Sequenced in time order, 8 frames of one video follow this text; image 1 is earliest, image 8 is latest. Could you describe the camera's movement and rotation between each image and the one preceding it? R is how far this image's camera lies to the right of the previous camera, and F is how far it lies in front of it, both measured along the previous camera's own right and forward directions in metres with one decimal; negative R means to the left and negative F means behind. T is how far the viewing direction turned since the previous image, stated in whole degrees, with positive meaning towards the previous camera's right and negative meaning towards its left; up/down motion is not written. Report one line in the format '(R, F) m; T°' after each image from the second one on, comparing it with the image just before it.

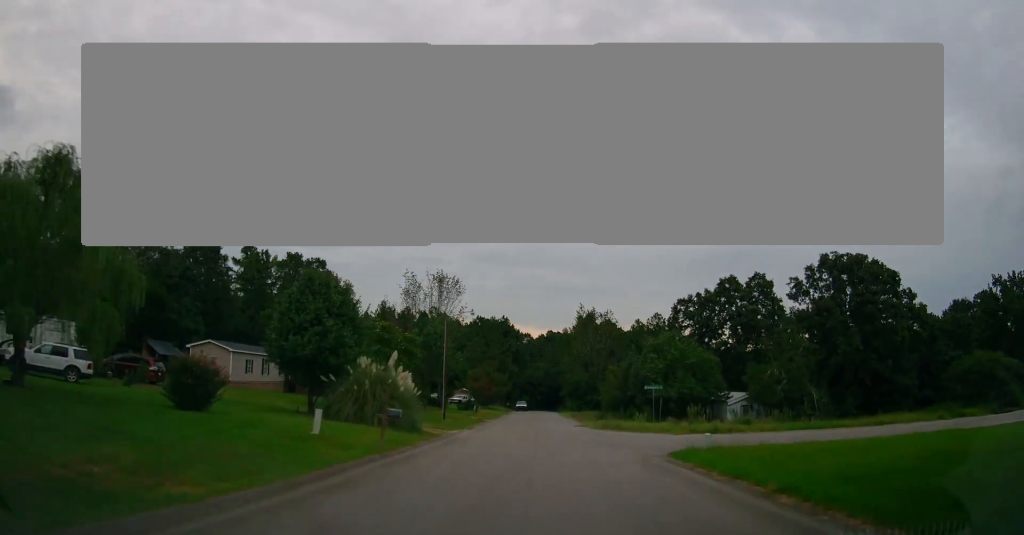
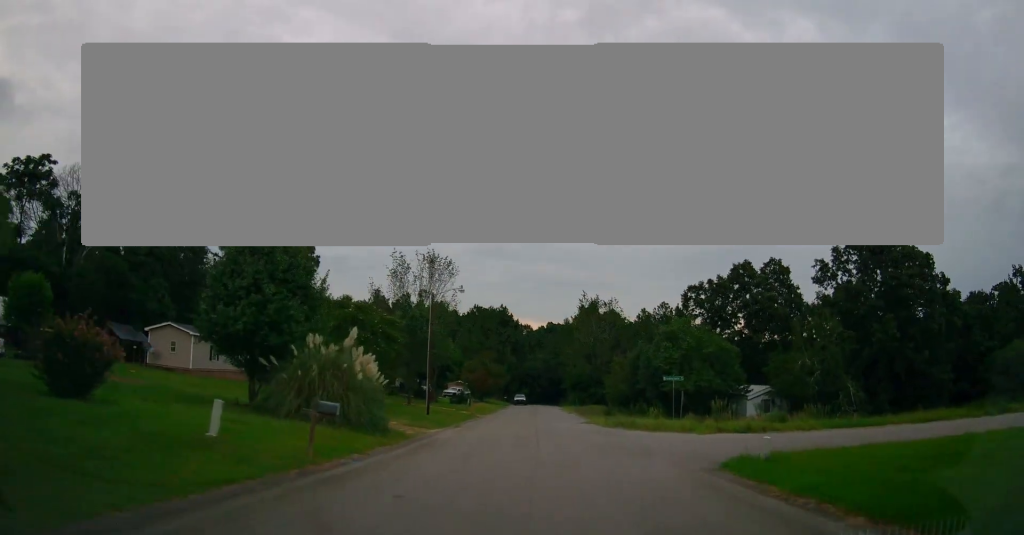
(-0.2, +6.0) m; 0°
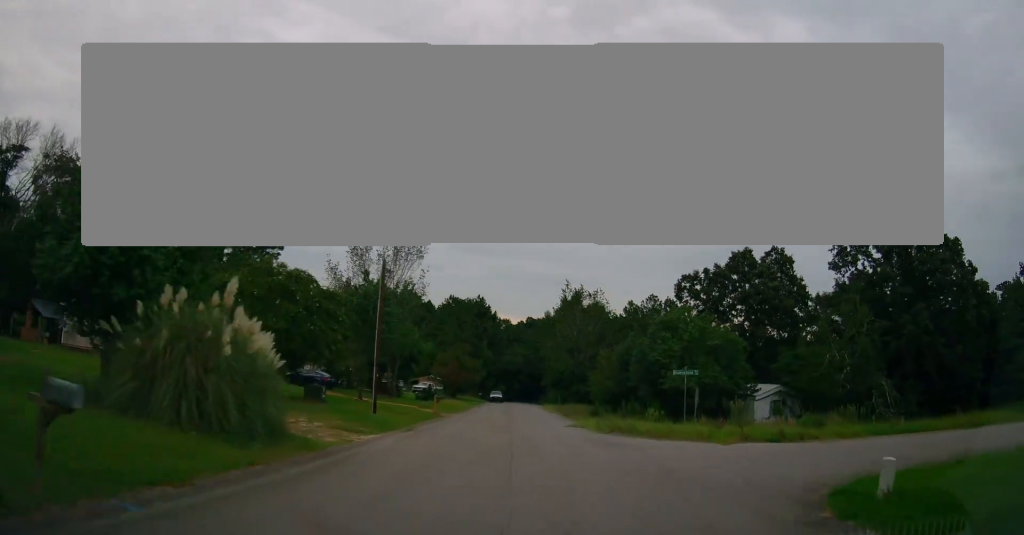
(+0.1, +7.8) m; +2°
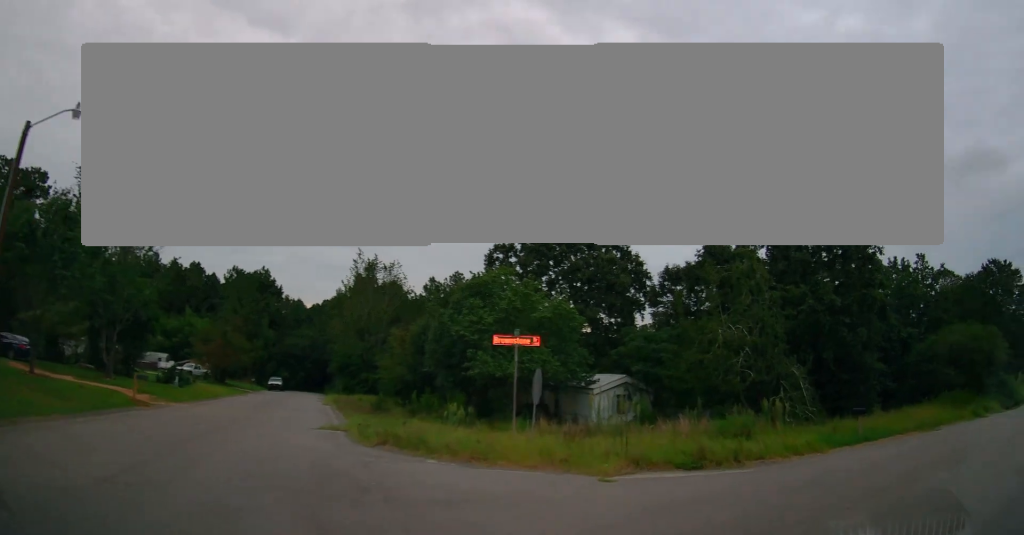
(+1.1, +16.0) m; +13°
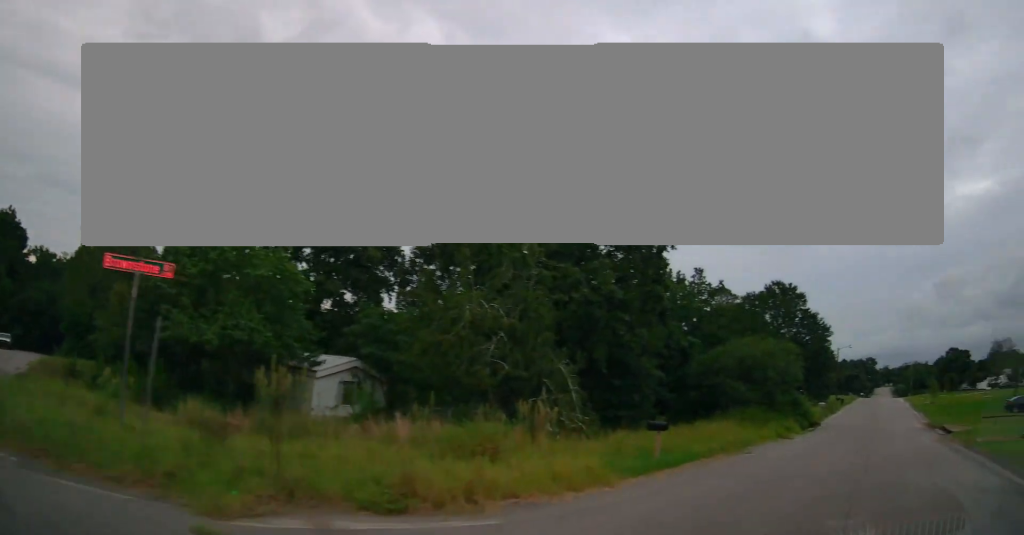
(+0.7, +6.6) m; +20°
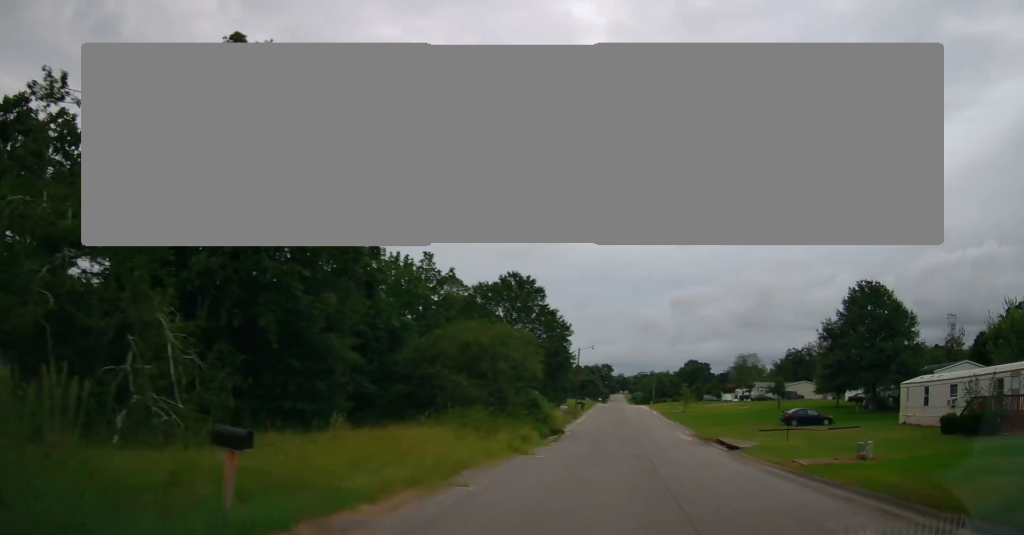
(+2.5, +7.3) m; +33°
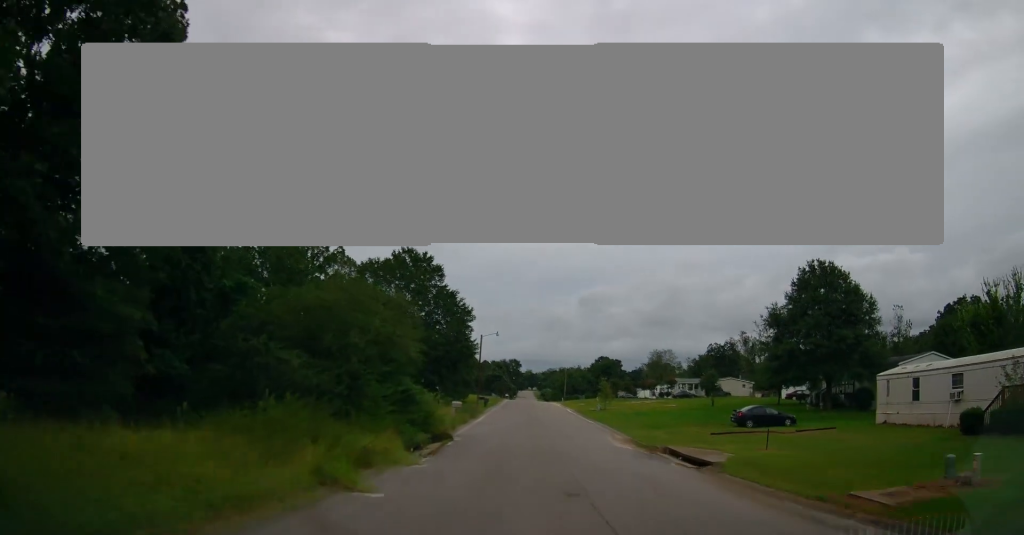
(+1.8, +7.9) m; +16°
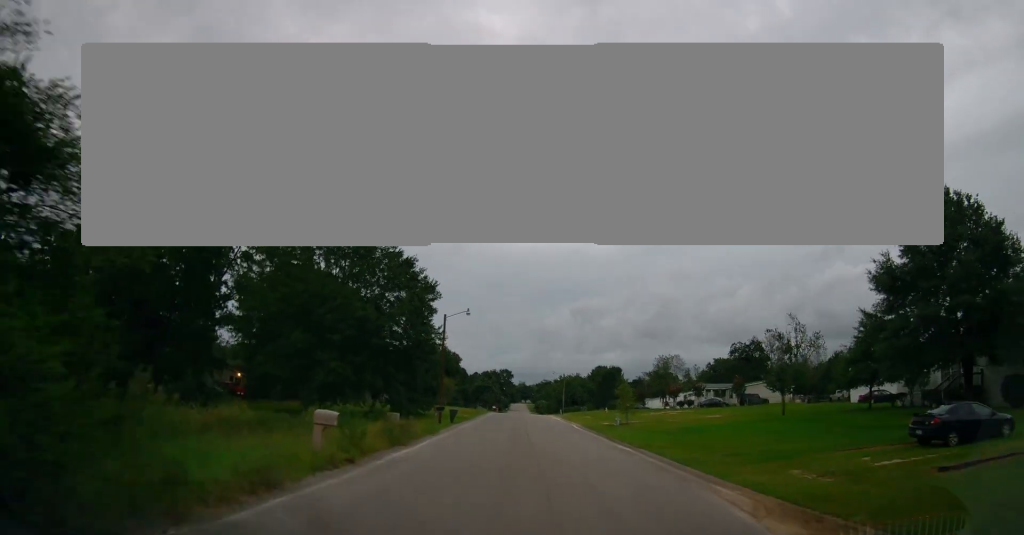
(+1.0, +16.4) m; +2°
